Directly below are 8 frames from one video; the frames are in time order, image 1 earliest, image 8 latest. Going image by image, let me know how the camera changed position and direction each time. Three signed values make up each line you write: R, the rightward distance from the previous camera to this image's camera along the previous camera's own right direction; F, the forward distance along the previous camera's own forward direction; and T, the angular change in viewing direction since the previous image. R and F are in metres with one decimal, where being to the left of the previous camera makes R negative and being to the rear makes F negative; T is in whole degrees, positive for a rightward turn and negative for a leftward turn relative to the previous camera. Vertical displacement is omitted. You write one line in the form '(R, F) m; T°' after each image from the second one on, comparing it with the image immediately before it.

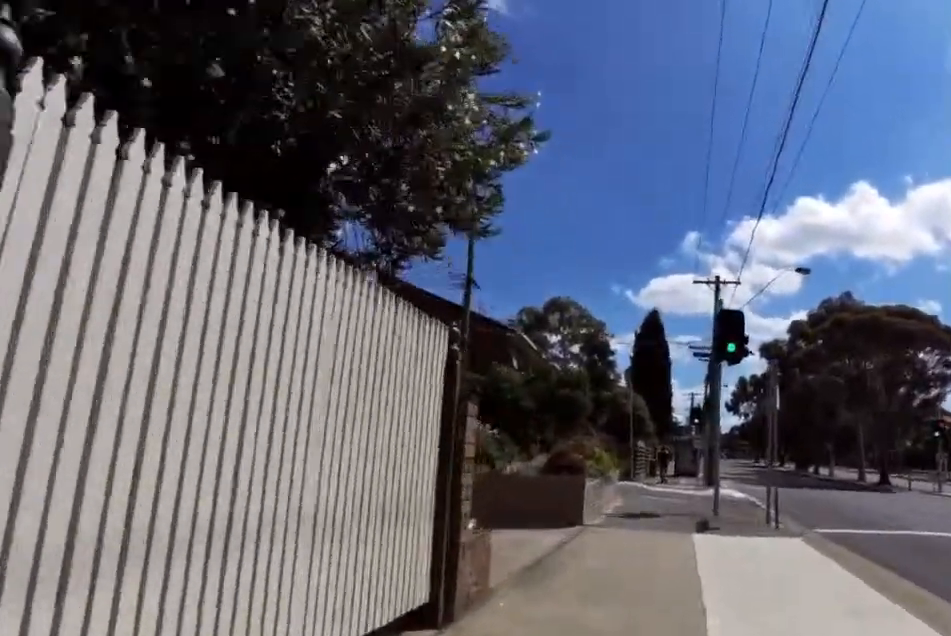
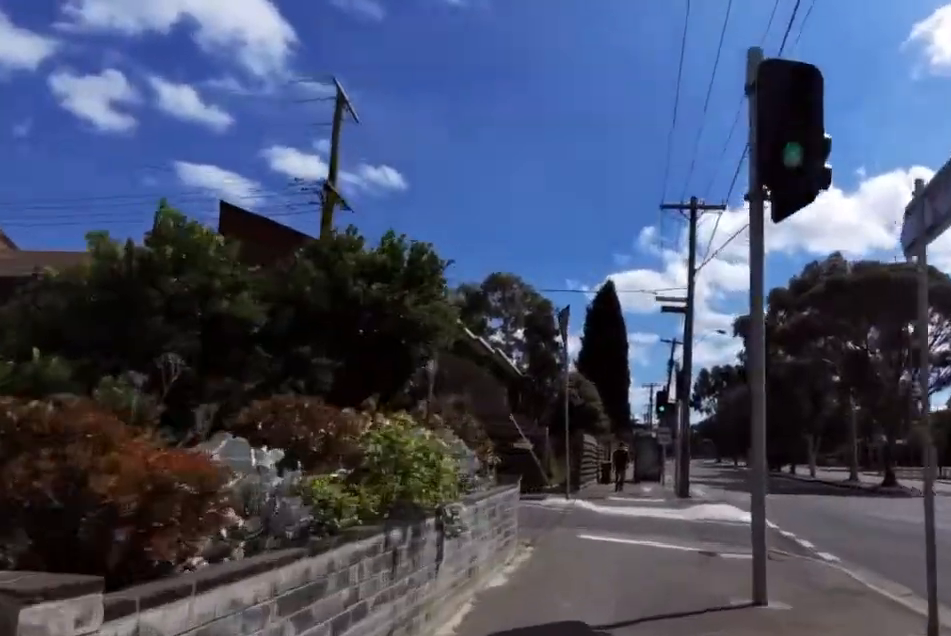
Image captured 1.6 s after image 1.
(+1.6, +9.8) m; +8°
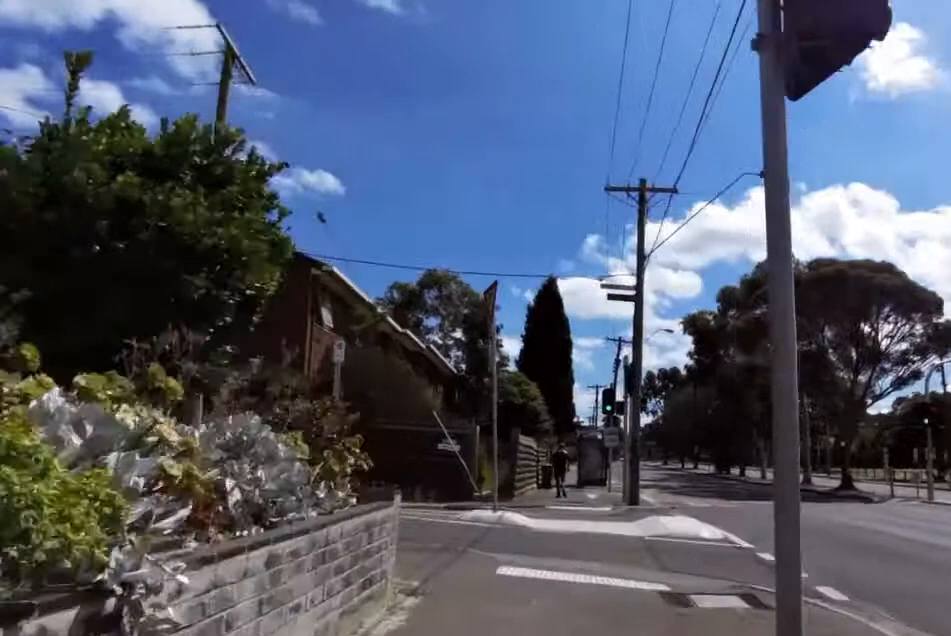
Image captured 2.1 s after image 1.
(-0.2, +2.5) m; -4°
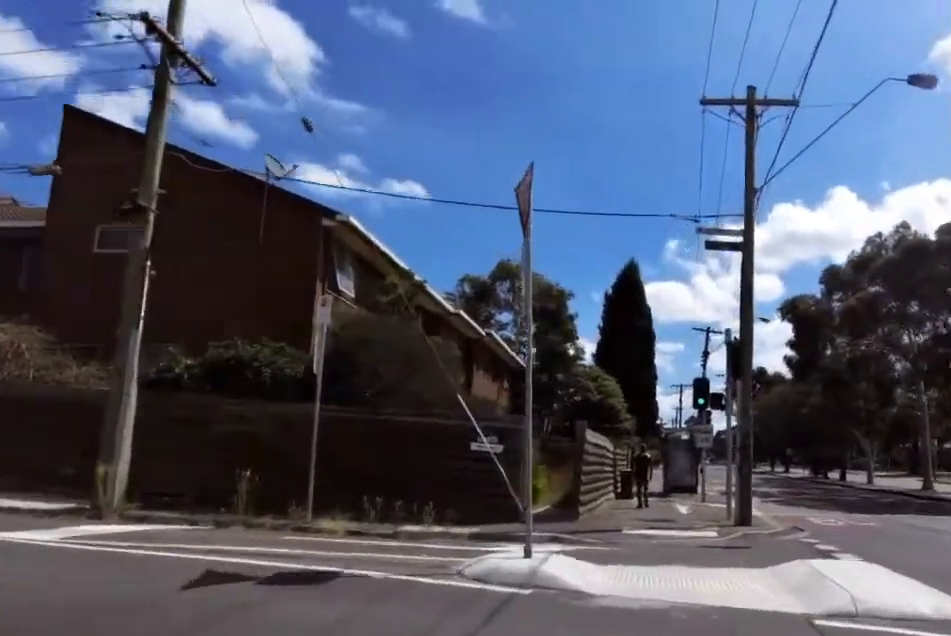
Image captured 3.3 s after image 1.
(-0.8, +6.0) m; +3°
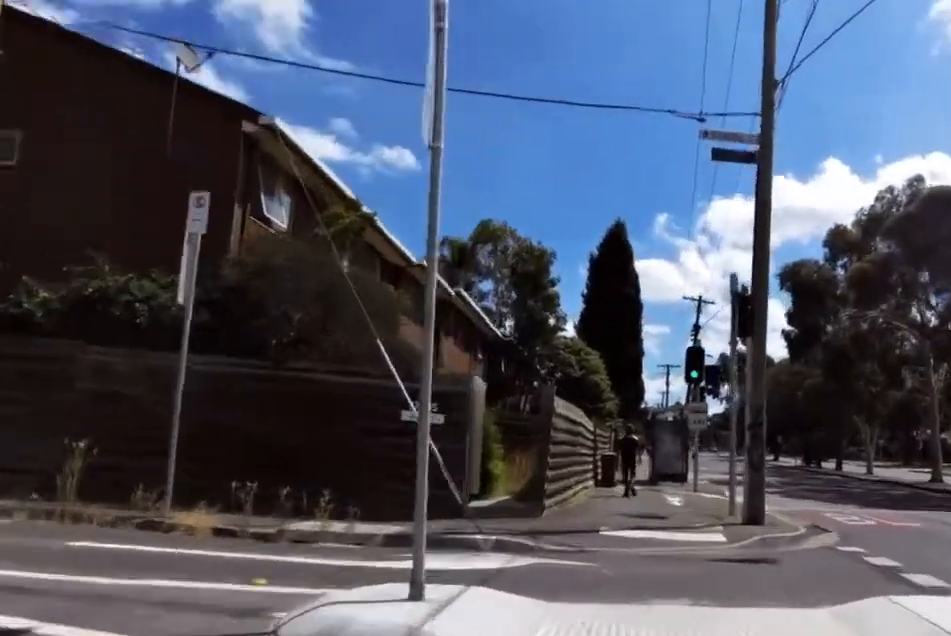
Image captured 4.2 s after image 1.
(+0.5, +3.3) m; +10°
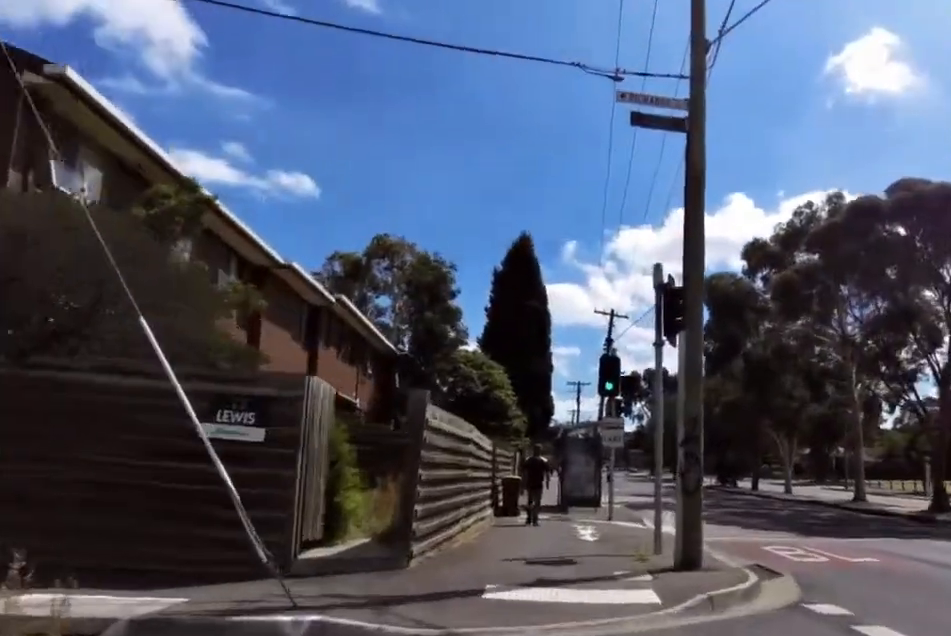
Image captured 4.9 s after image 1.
(+0.6, +2.6) m; -1°
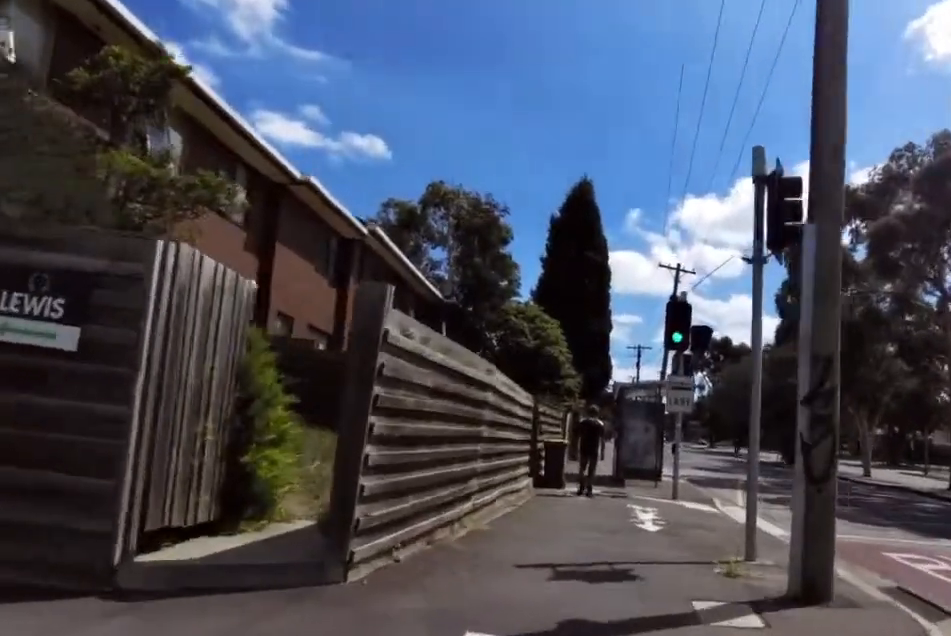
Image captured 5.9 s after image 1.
(-0.9, +3.3) m; -19°
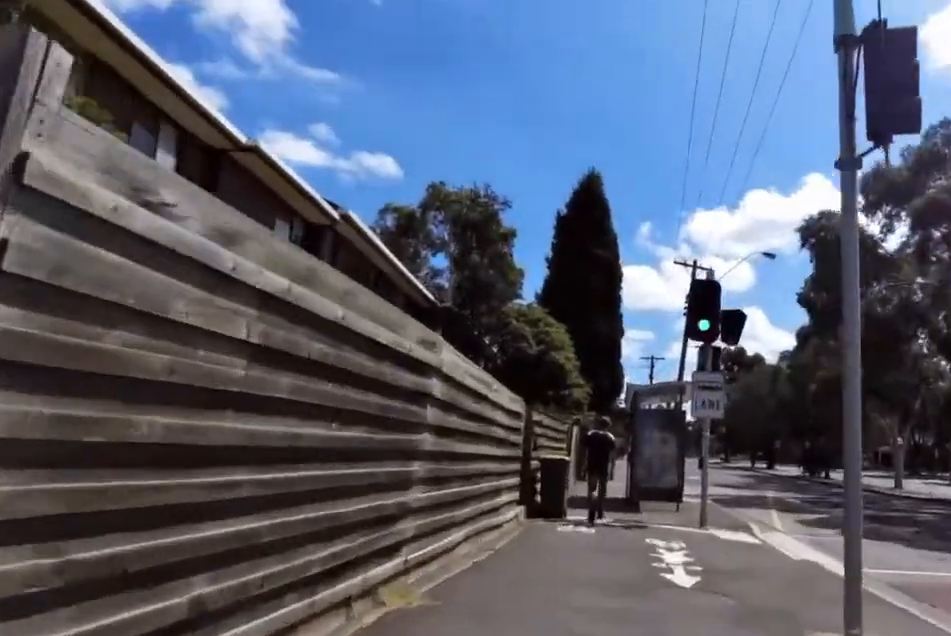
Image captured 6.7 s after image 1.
(-0.2, +2.7) m; -3°
